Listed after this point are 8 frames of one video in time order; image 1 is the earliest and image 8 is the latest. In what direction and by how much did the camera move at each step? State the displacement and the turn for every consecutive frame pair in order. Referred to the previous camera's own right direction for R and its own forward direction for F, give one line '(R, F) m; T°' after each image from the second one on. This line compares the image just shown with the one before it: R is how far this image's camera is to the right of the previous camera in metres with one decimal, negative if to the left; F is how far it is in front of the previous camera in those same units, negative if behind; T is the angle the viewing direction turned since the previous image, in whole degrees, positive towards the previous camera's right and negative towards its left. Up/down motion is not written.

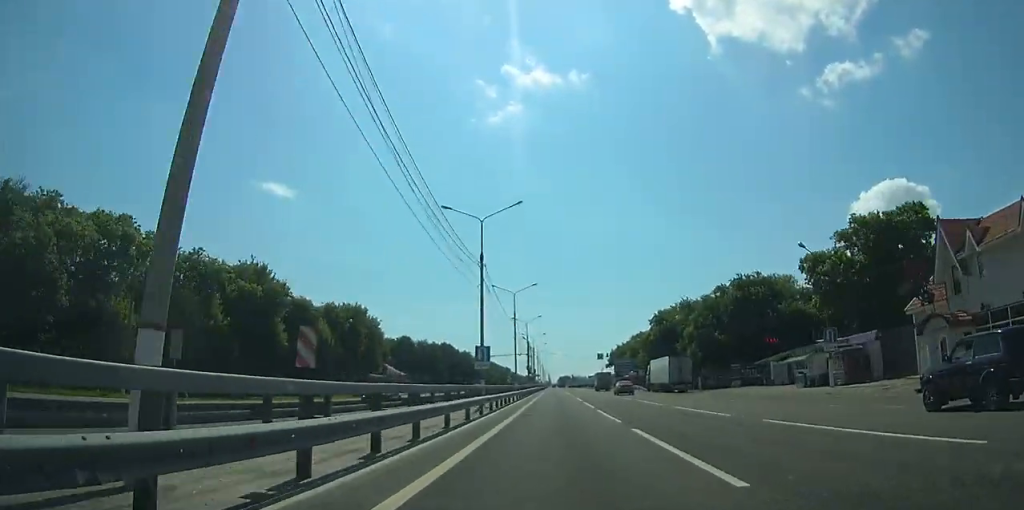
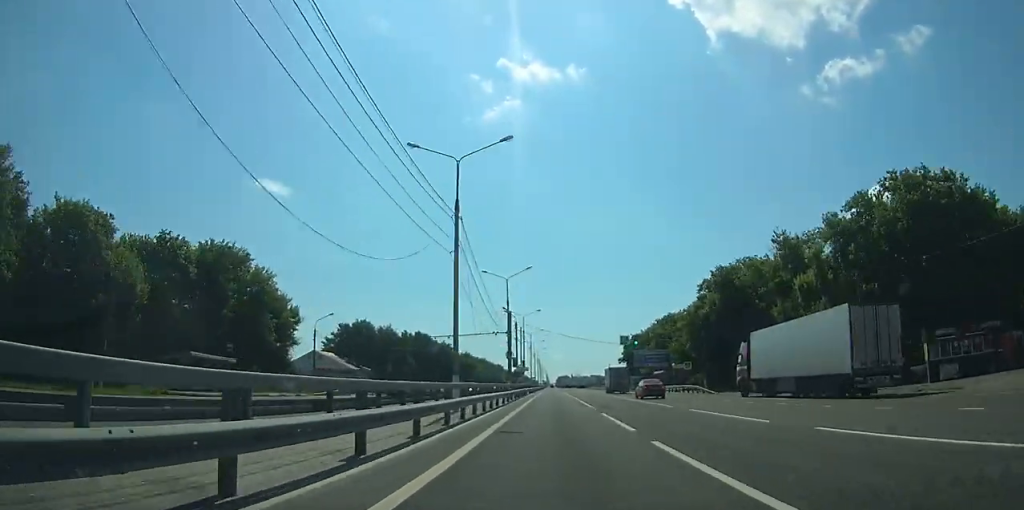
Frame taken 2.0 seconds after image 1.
(0.0, +39.6) m; 0°
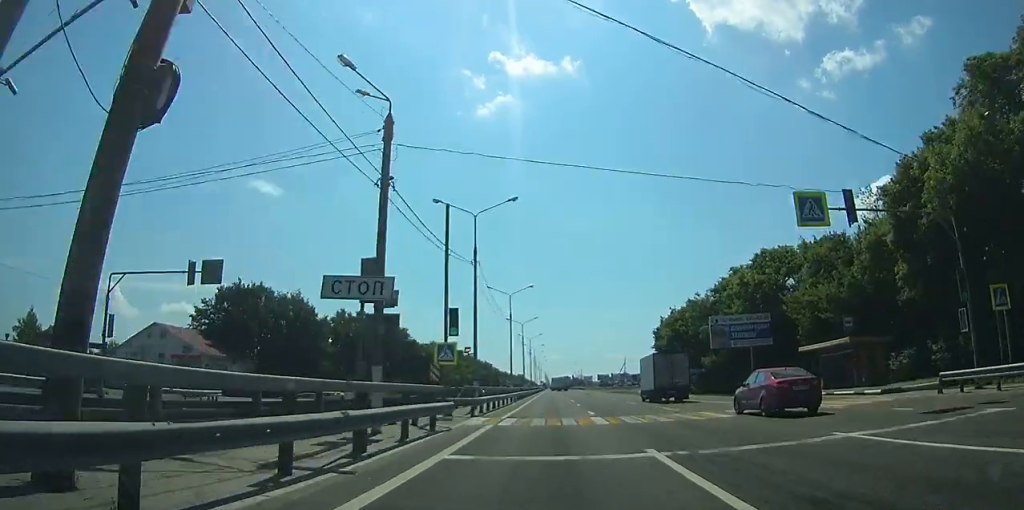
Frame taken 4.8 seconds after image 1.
(+0.1, +54.9) m; 0°
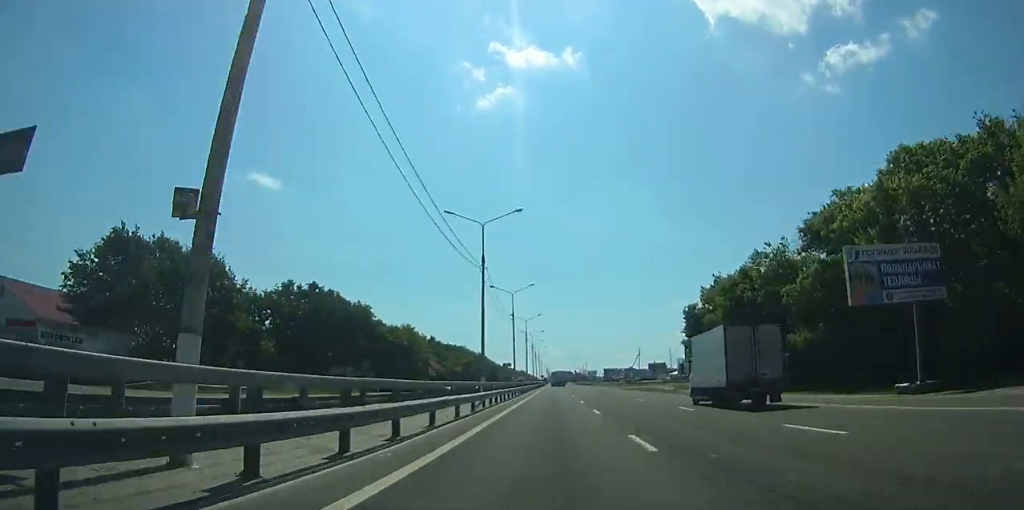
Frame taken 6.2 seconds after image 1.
(0.0, +27.3) m; 0°
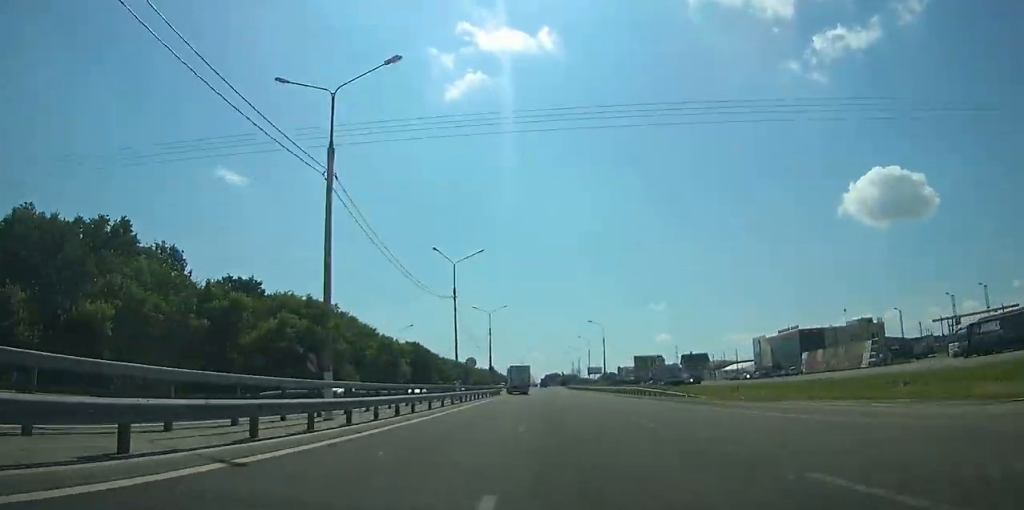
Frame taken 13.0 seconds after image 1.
(+1.2, +137.6) m; +1°
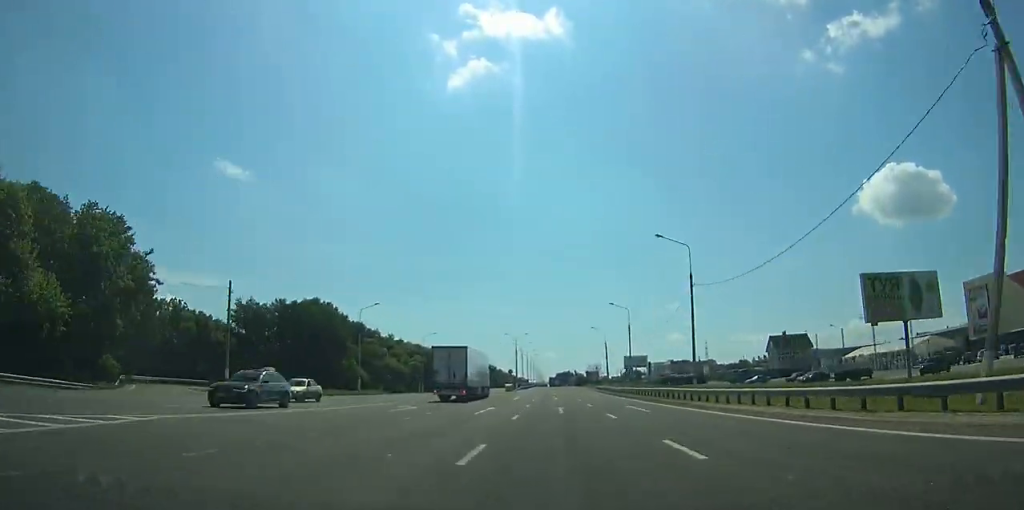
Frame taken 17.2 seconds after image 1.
(-0.4, +92.9) m; -1°
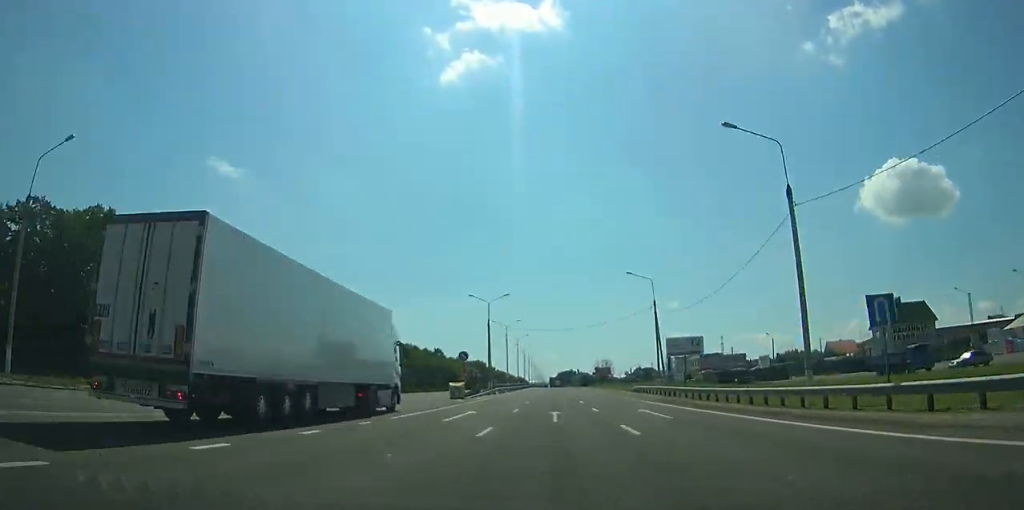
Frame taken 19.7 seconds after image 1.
(-0.2, +55.5) m; 0°
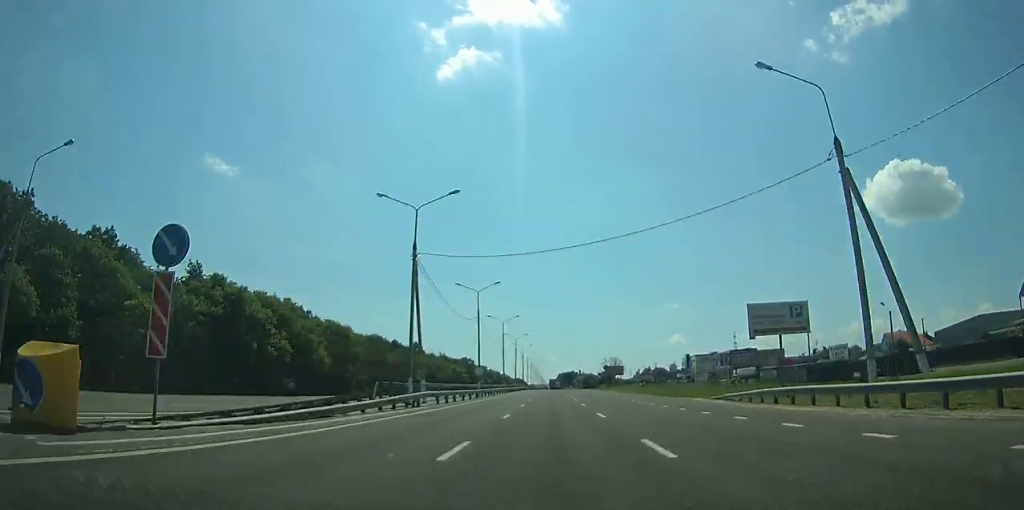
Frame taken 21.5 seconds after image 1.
(0.0, +39.8) m; 0°
